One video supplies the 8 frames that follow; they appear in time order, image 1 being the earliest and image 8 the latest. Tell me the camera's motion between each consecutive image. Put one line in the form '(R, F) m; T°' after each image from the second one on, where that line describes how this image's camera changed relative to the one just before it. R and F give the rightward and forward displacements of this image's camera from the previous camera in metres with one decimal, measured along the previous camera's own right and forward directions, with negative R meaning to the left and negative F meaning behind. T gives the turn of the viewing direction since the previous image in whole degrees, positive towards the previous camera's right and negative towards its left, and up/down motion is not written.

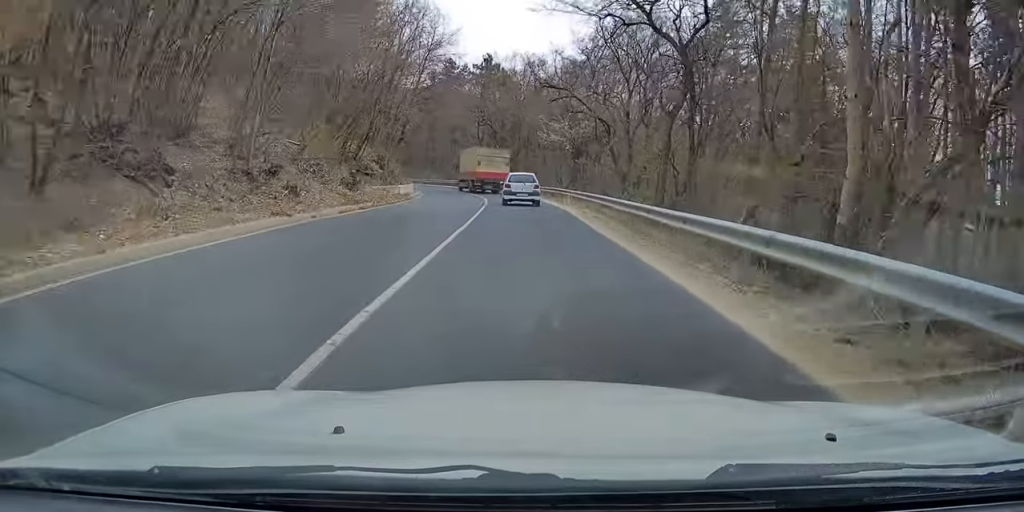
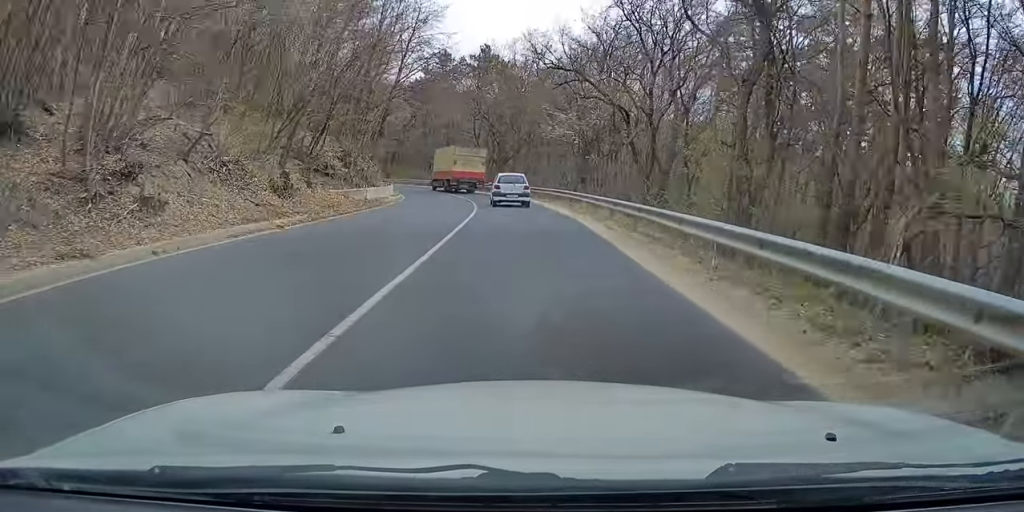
(+0.5, +7.8) m; +1°
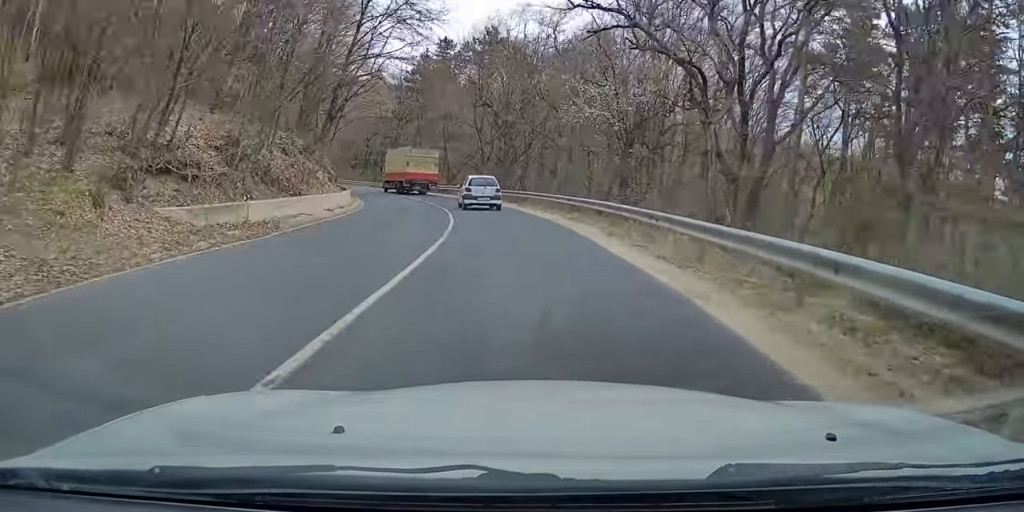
(-0.2, +13.5) m; -3°
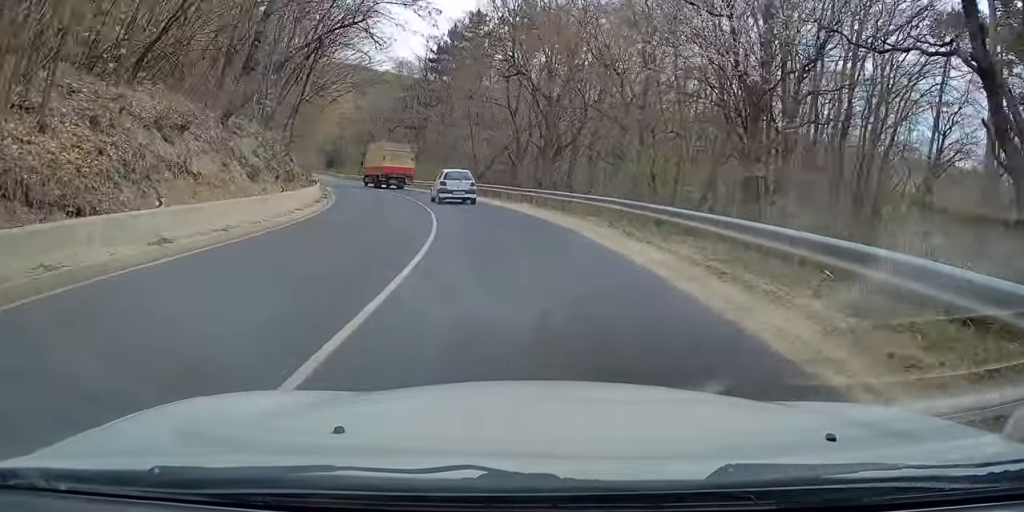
(-0.4, +12.7) m; -4°
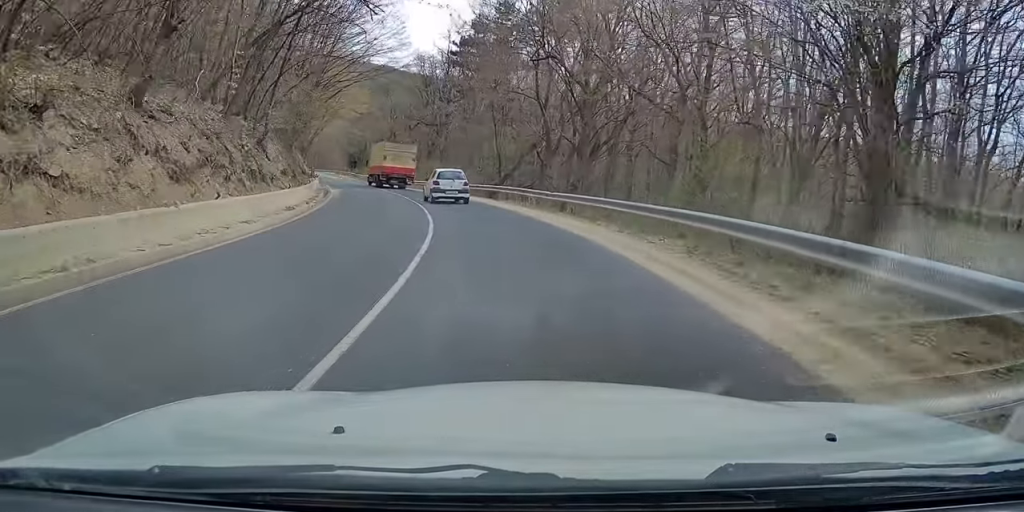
(-0.1, +5.6) m; -2°
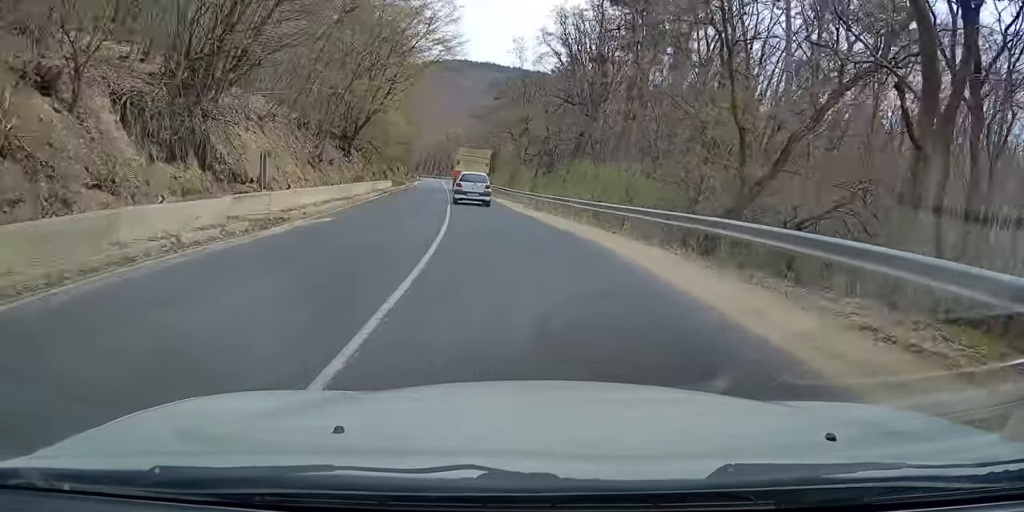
(-2.1, +26.7) m; -8°
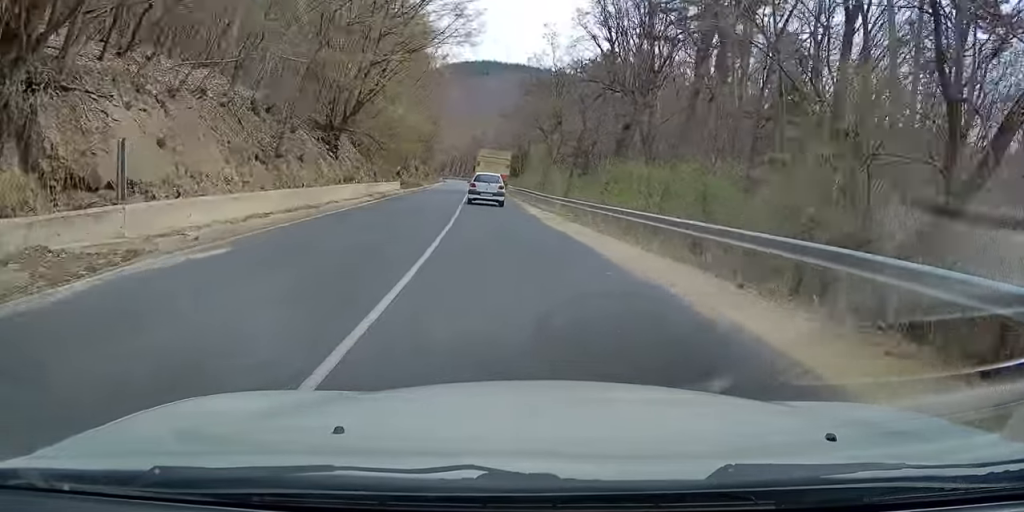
(0.0, +7.7) m; -3°
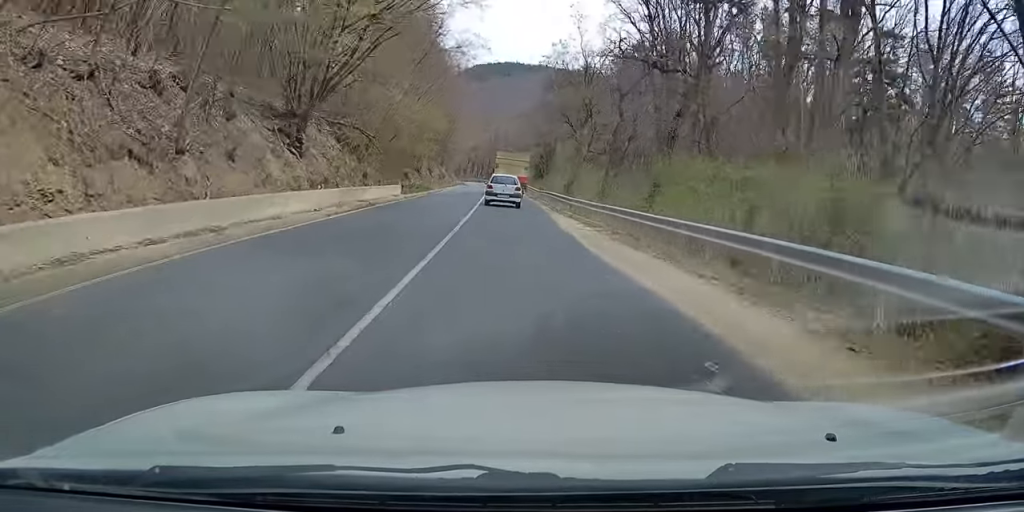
(-0.3, +7.2) m; -2°
